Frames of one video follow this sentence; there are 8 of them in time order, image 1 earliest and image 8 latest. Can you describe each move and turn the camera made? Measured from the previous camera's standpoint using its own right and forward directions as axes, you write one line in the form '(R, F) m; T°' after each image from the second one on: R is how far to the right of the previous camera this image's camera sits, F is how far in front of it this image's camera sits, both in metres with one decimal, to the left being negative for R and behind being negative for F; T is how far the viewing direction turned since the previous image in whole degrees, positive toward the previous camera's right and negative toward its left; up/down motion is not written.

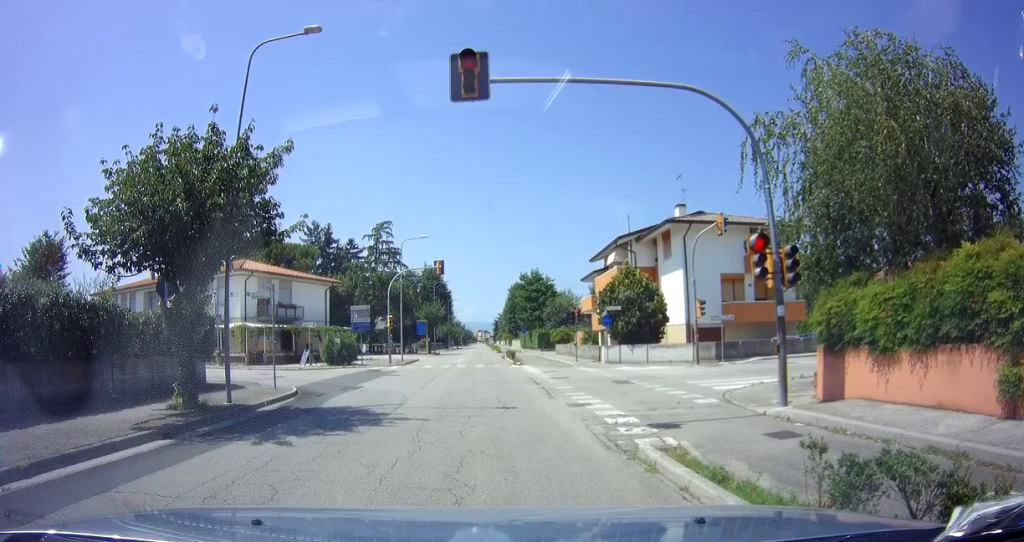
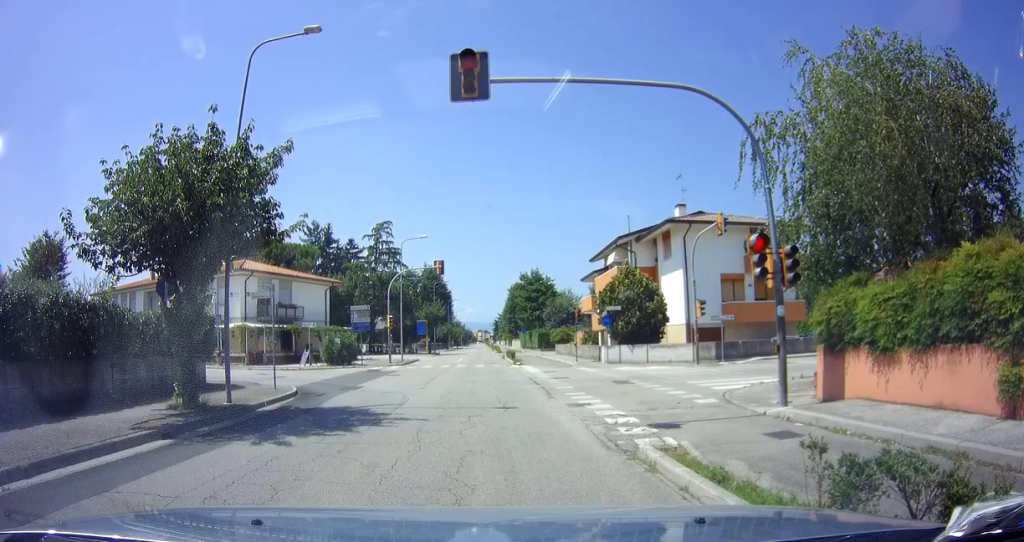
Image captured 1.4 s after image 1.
(0.0, 0.0) m; 0°
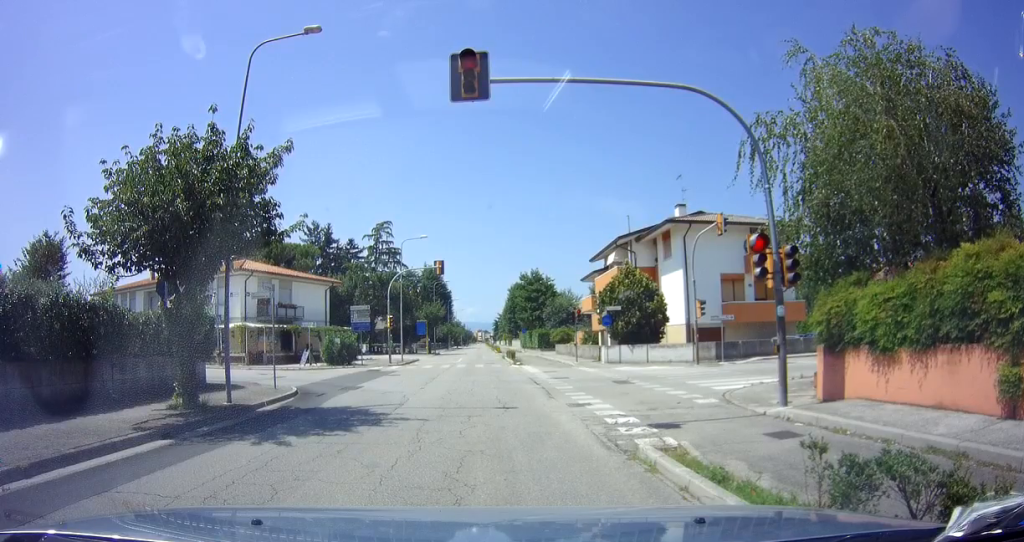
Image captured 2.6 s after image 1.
(0.0, 0.0) m; 0°
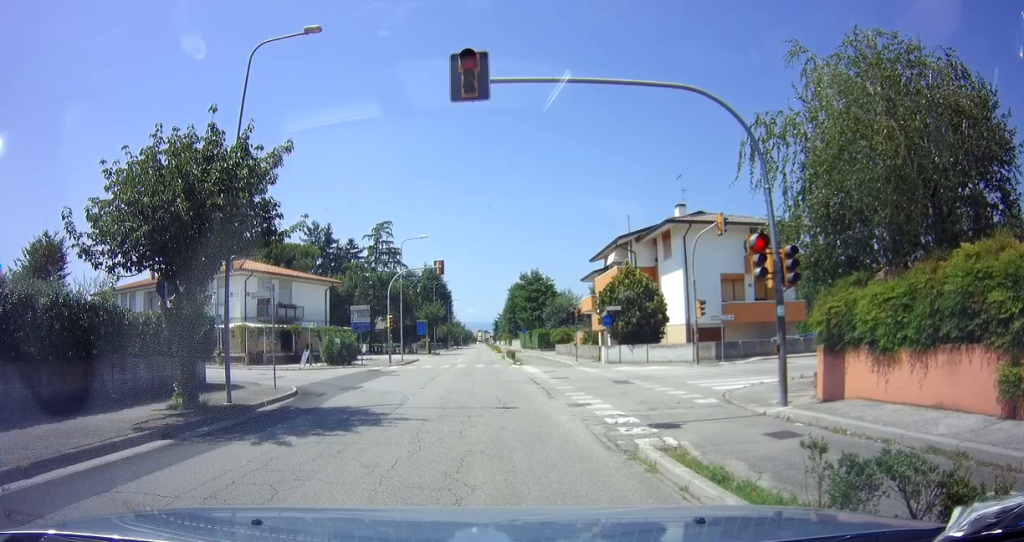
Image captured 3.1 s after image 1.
(0.0, 0.0) m; 0°
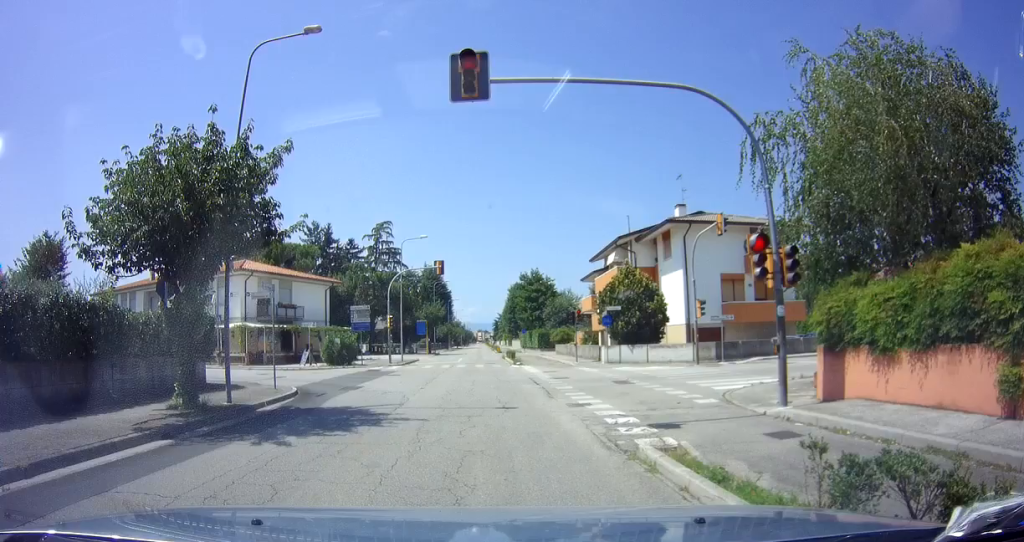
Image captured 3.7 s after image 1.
(0.0, 0.0) m; 0°
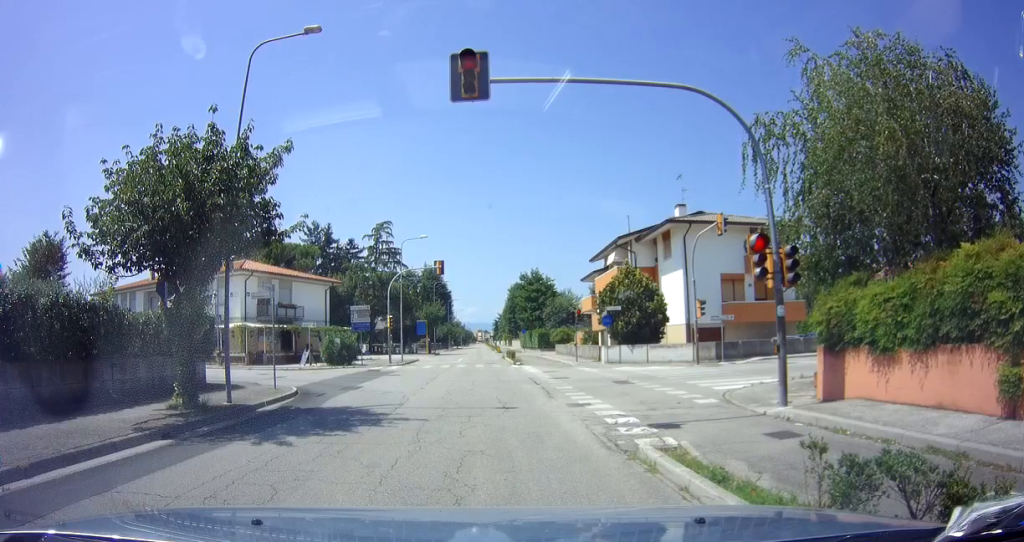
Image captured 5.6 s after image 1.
(0.0, 0.0) m; 0°
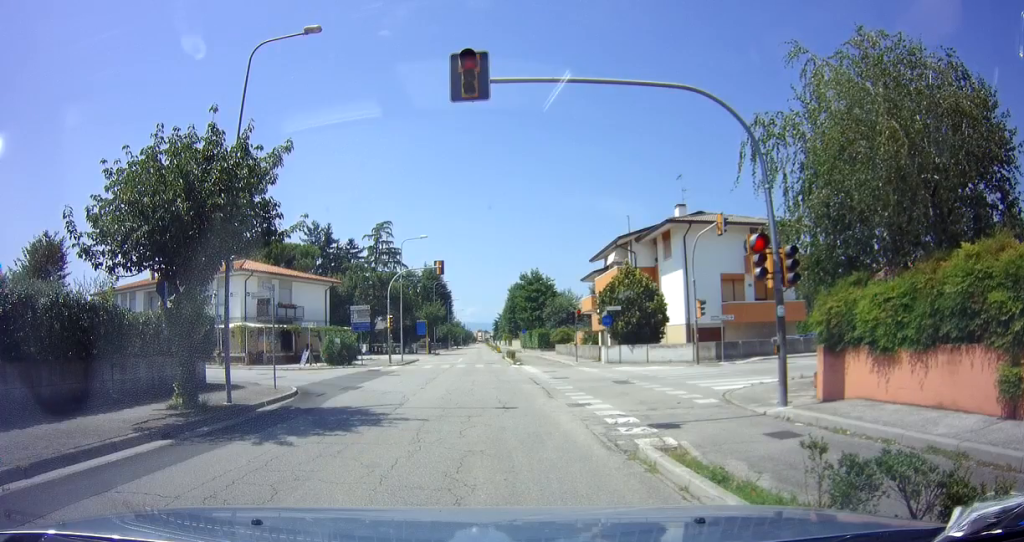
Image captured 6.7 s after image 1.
(0.0, 0.0) m; 0°
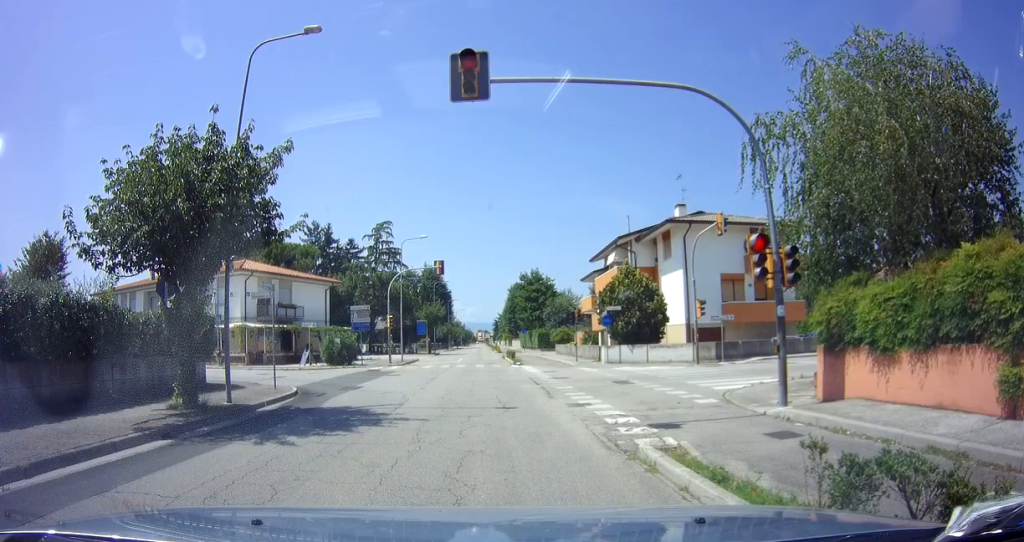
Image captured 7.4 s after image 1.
(0.0, 0.0) m; 0°
